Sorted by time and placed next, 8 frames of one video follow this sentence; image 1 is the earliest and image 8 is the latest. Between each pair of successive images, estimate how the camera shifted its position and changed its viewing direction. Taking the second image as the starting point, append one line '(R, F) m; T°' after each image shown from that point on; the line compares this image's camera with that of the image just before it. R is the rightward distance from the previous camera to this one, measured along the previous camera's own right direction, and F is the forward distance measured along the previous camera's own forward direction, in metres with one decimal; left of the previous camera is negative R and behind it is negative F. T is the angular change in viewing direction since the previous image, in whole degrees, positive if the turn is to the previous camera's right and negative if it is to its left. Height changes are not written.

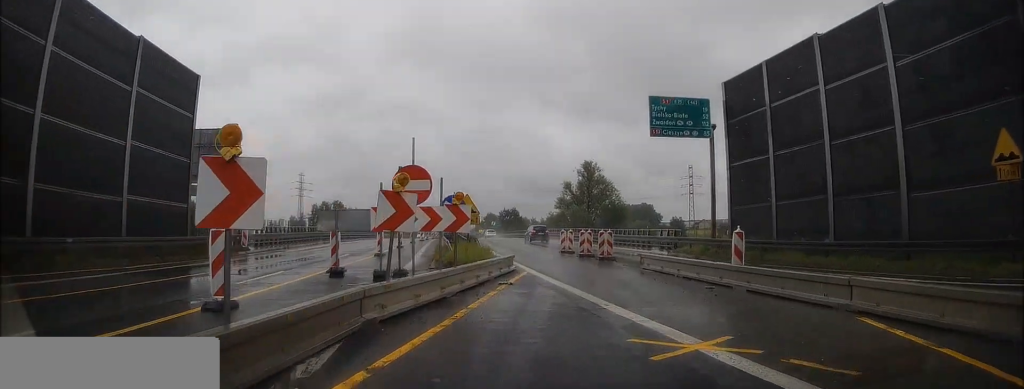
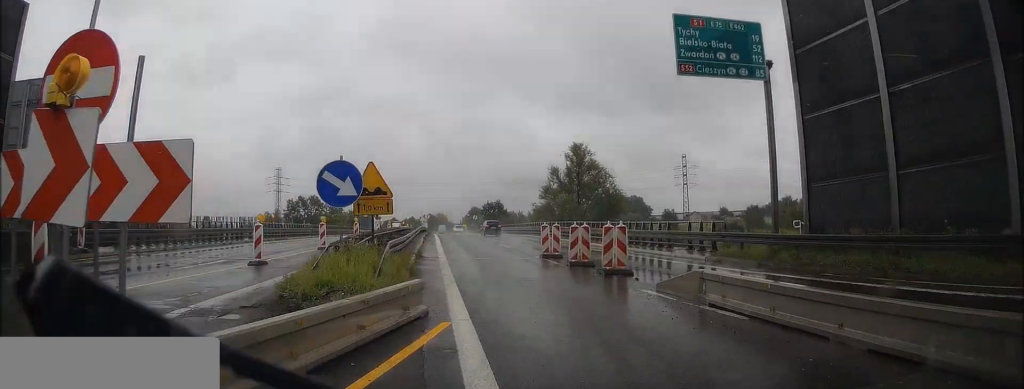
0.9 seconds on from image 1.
(+0.3, +11.3) m; -1°
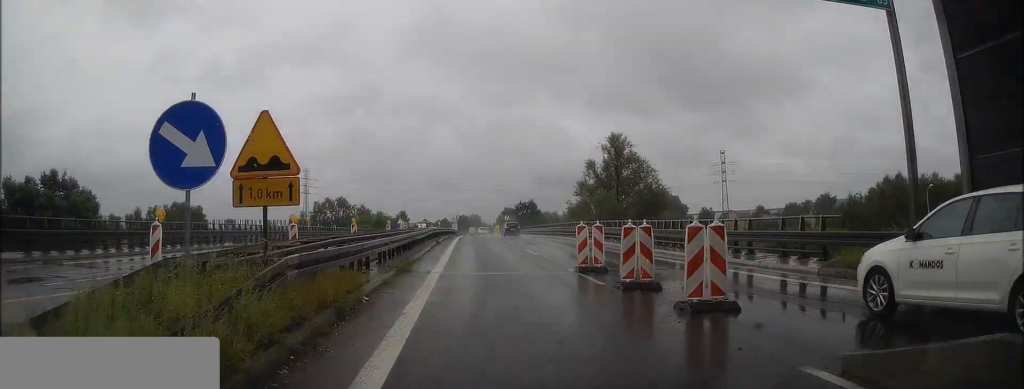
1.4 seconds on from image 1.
(-0.2, +6.9) m; -2°
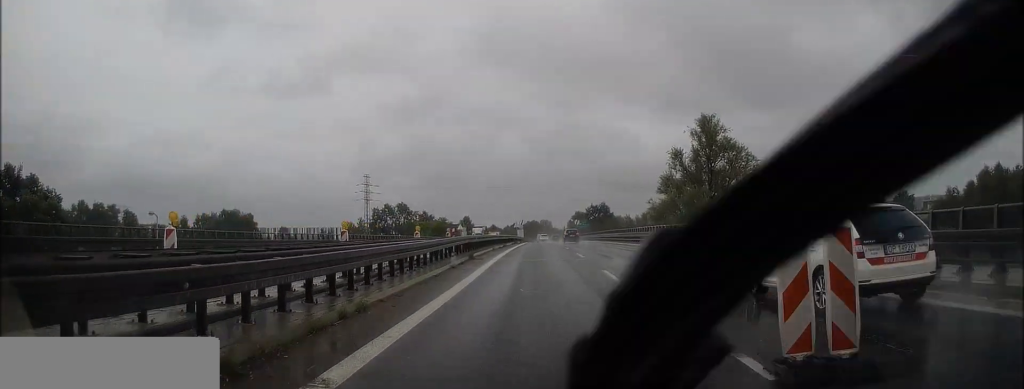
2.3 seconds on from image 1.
(-0.3, +11.3) m; -3°
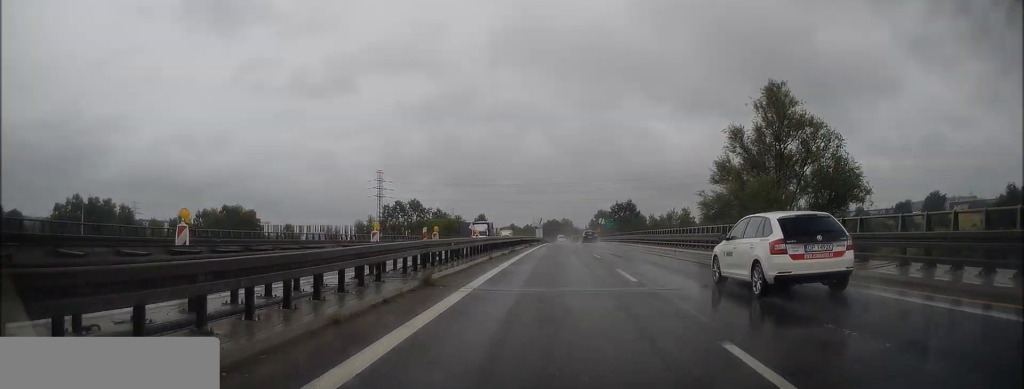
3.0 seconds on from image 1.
(-0.2, +11.0) m; -2°
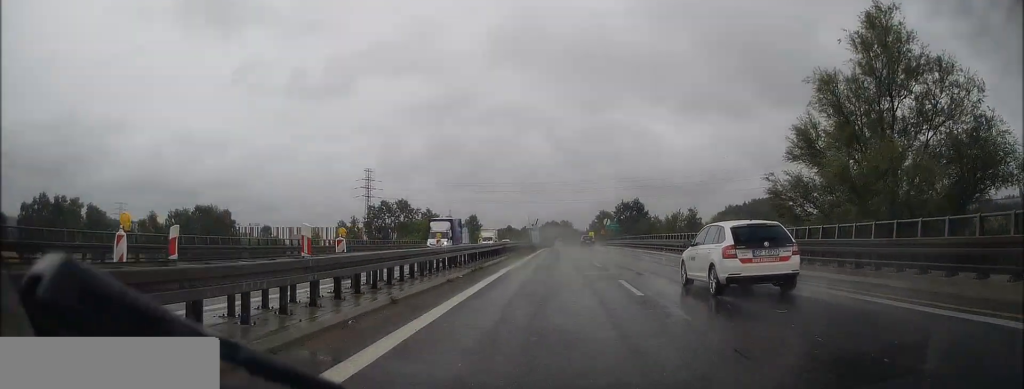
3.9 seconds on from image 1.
(-0.2, +13.4) m; -1°
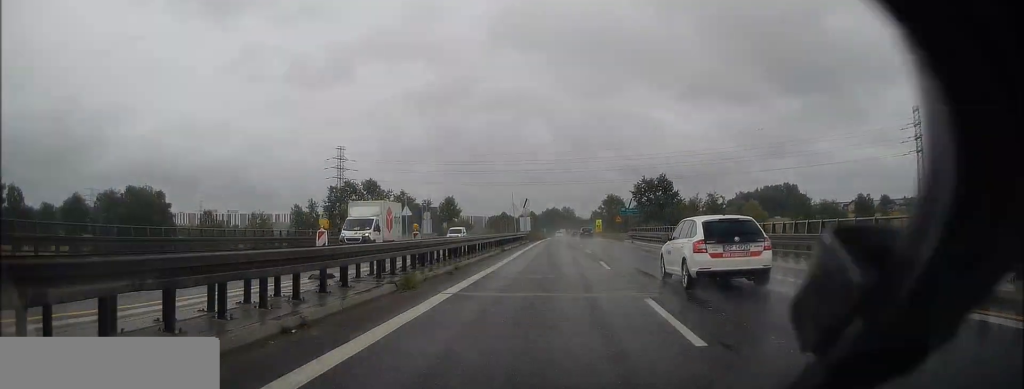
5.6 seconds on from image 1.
(-0.1, +29.3) m; 0°
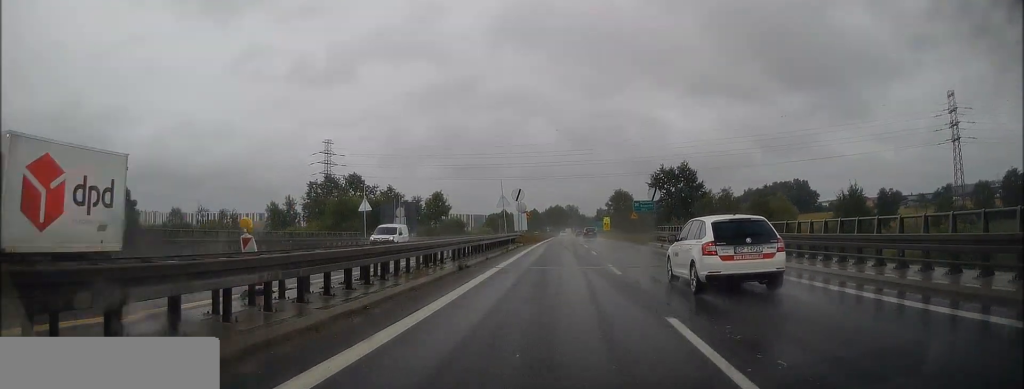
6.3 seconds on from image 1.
(0.0, +13.7) m; 0°
